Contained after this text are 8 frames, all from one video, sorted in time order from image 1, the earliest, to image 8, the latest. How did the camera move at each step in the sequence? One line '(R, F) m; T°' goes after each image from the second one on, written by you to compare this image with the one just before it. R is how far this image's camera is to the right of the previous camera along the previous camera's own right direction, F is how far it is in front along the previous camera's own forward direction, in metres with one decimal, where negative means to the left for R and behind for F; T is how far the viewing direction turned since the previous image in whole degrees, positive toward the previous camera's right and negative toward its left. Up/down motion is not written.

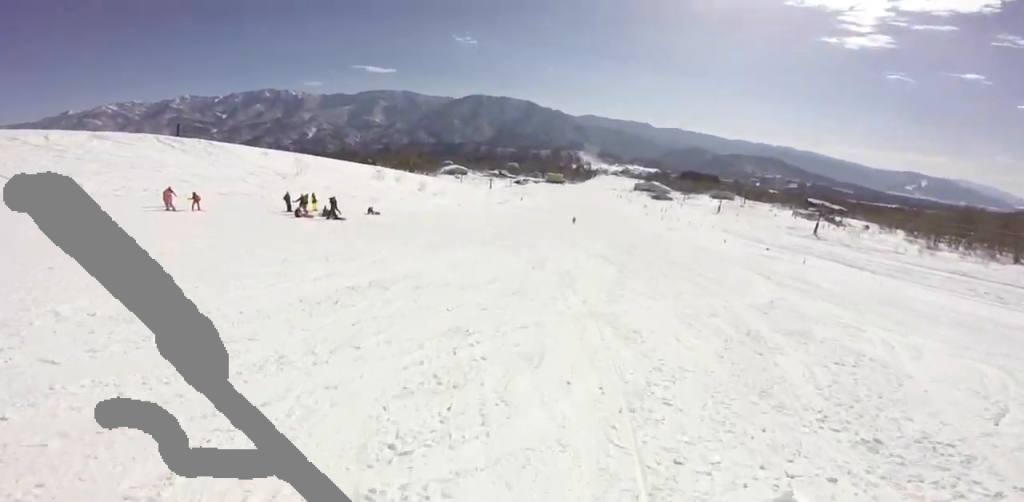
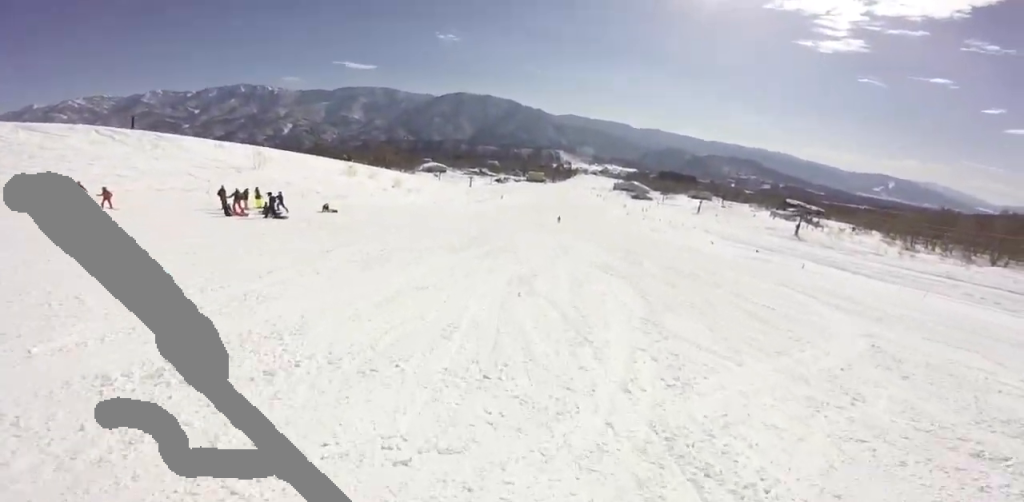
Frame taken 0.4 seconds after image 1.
(+0.1, +4.3) m; +1°
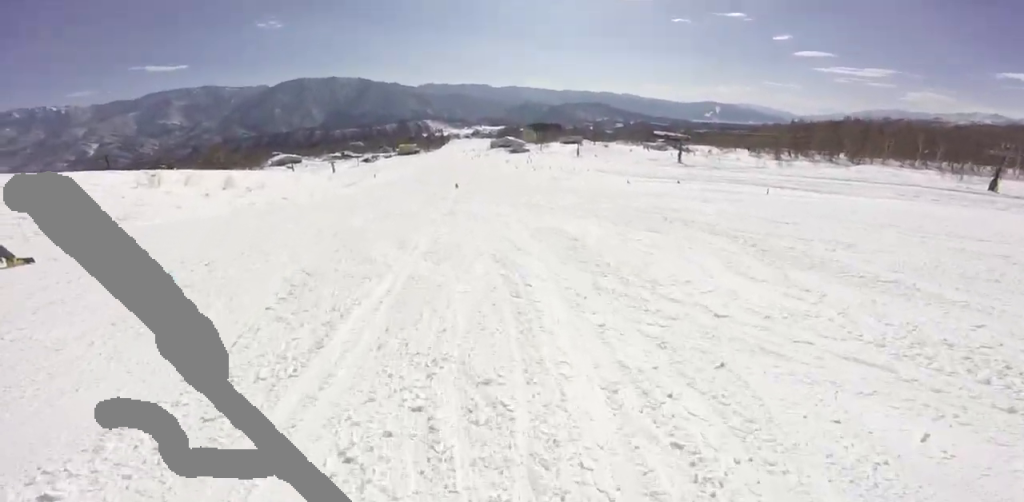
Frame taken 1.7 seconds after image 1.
(-0.4, +13.8) m; -1°
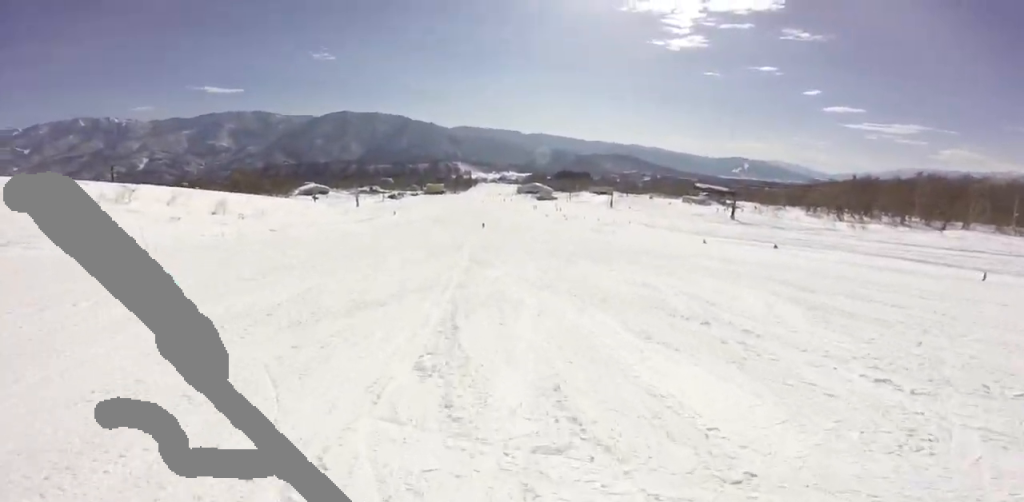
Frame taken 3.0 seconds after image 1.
(+1.0, +14.4) m; +10°
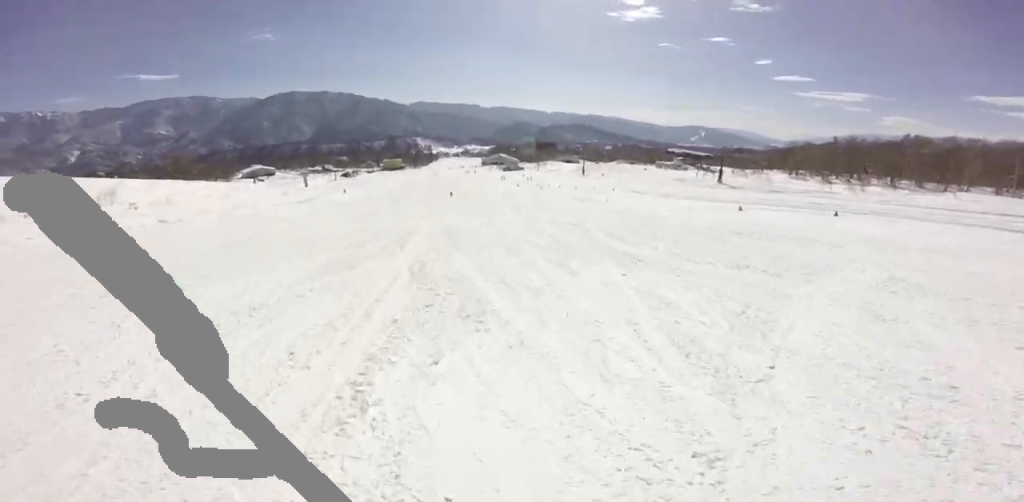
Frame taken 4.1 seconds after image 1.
(+0.7, +12.2) m; +7°
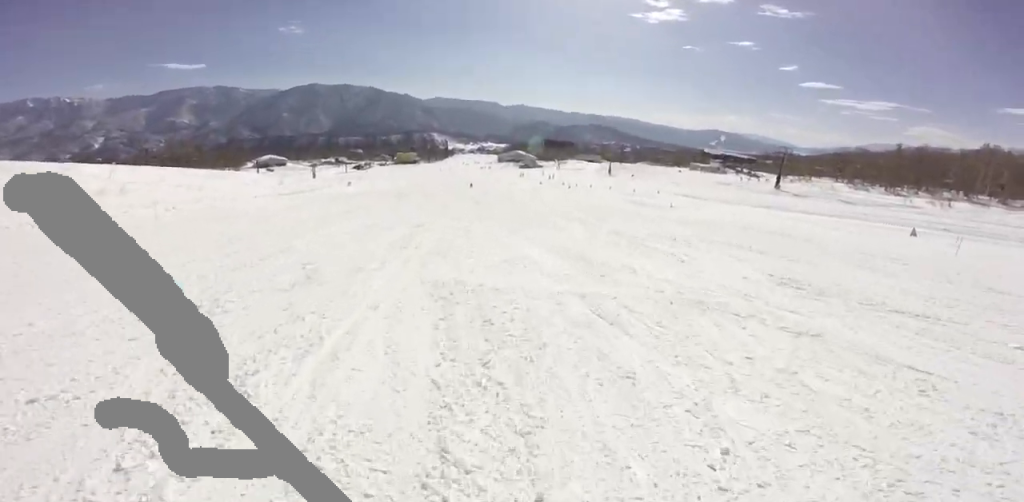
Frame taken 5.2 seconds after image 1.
(+0.8, +12.5) m; +1°
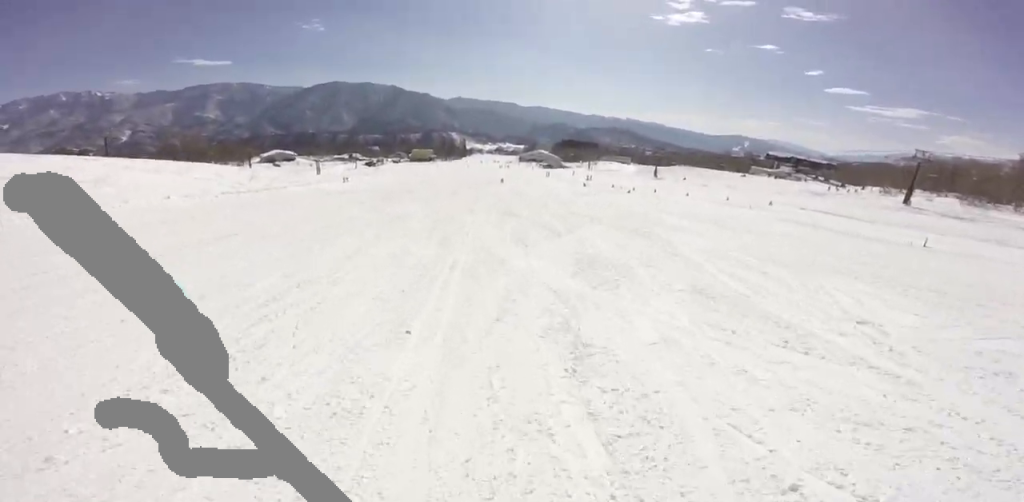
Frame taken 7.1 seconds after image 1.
(-2.6, +22.1) m; -12°
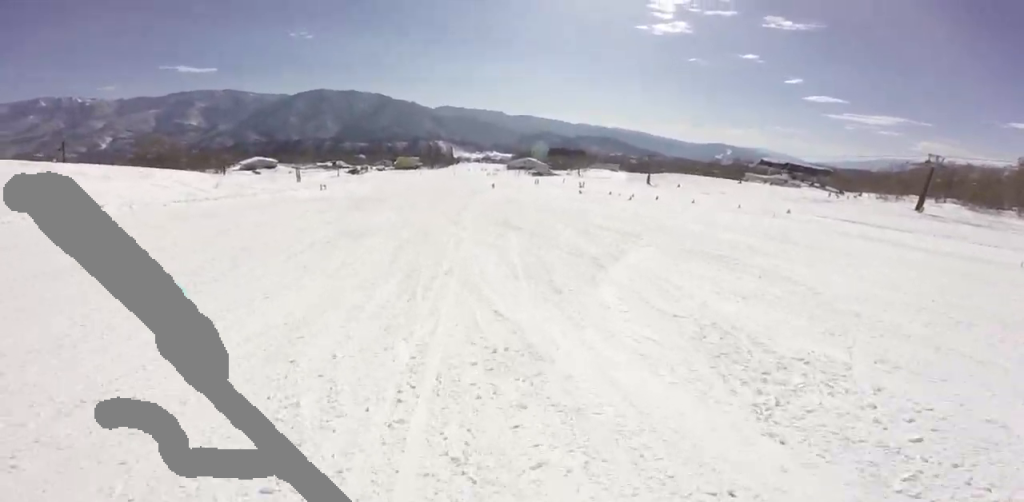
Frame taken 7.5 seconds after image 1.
(-0.1, +5.5) m; -1°
